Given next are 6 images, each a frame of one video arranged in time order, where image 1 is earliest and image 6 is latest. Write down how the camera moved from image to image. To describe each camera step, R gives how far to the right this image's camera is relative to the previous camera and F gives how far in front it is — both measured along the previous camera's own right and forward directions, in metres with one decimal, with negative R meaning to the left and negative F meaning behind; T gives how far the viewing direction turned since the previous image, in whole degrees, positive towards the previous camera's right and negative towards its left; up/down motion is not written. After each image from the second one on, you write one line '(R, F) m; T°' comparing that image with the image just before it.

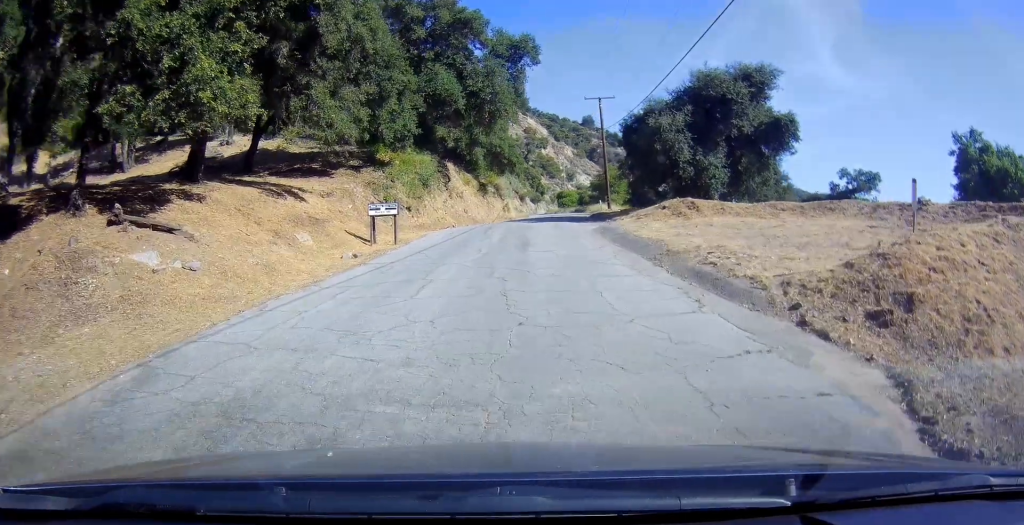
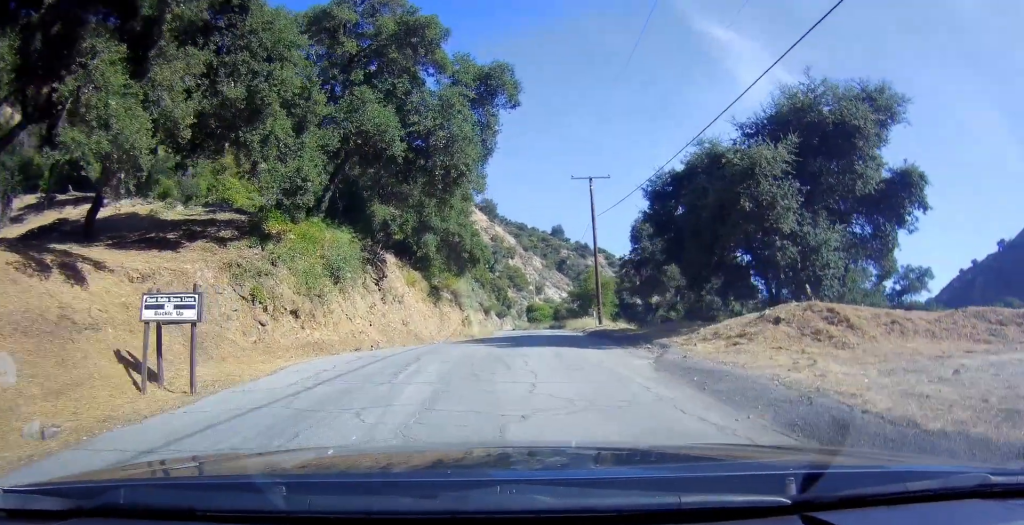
(+0.8, +13.8) m; +9°
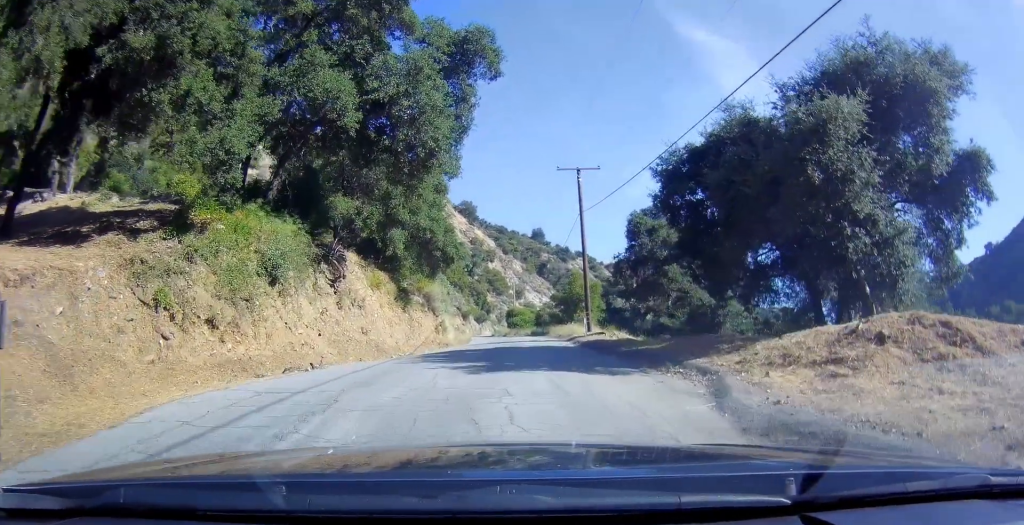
(+0.1, +4.7) m; +2°
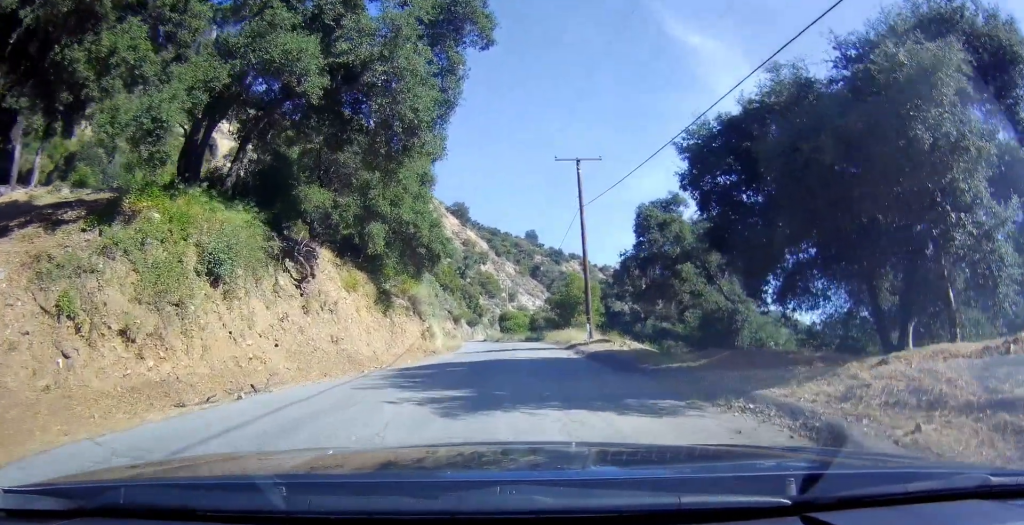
(-0.1, +4.2) m; +1°
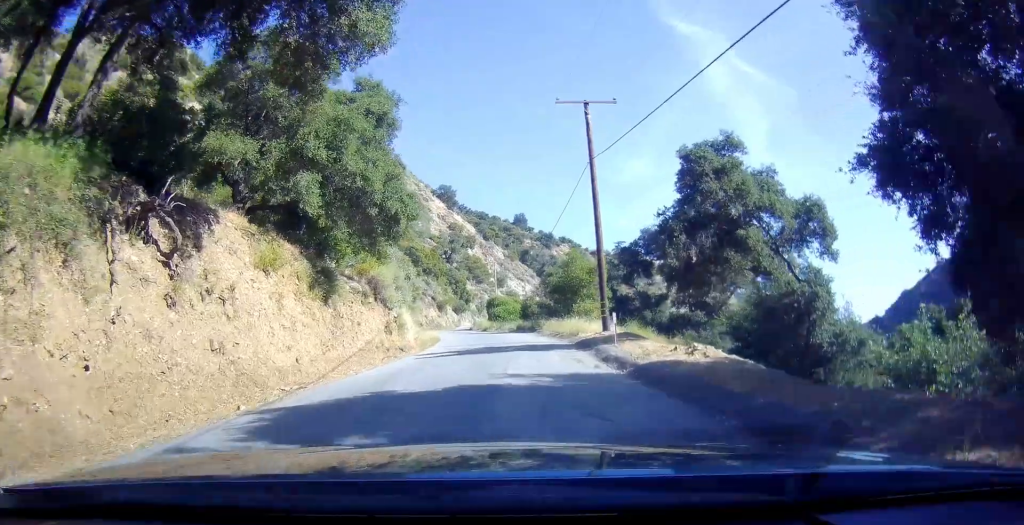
(+0.3, +10.8) m; +2°
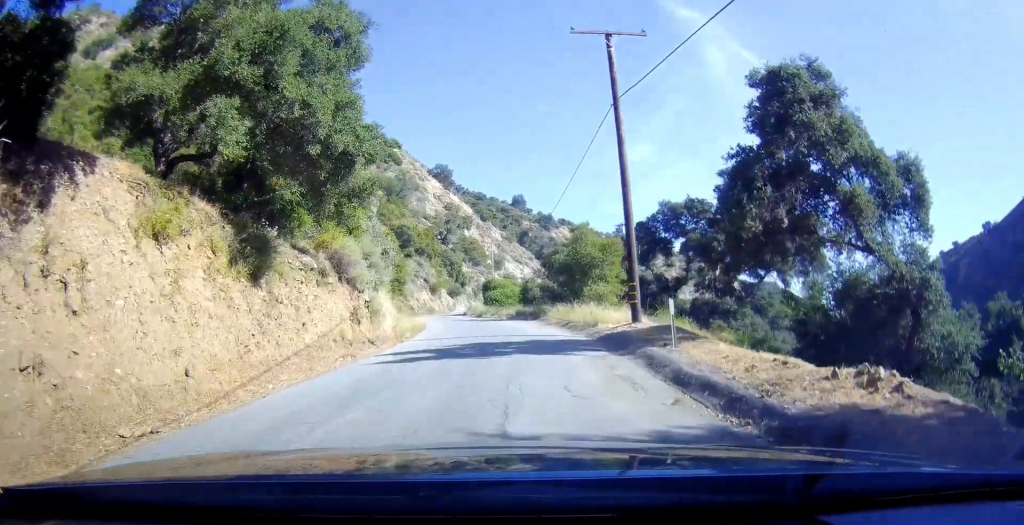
(0.0, +6.9) m; 0°
